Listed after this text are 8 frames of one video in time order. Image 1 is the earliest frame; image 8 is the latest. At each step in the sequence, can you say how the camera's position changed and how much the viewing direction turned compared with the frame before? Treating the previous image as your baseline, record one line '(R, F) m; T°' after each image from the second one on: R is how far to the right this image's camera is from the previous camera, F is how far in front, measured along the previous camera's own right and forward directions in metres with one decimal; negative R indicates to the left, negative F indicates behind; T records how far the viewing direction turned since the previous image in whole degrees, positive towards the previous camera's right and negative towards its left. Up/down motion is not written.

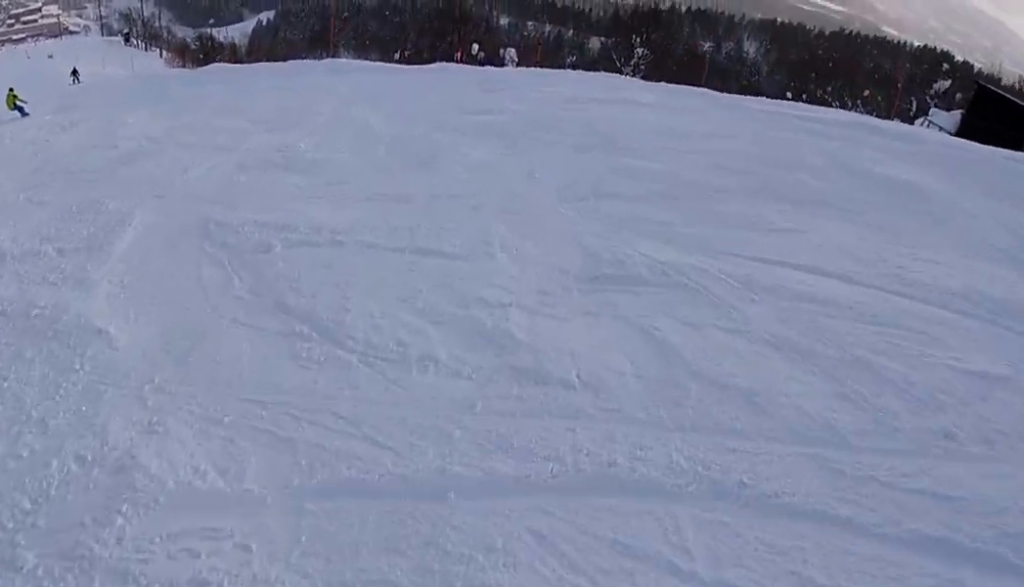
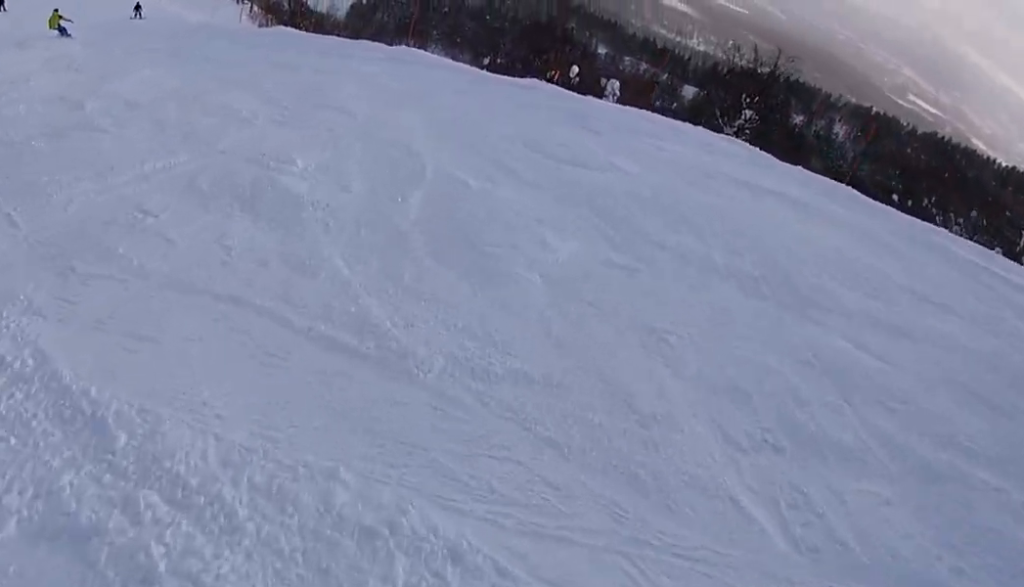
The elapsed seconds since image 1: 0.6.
(-0.7, +3.3) m; -13°
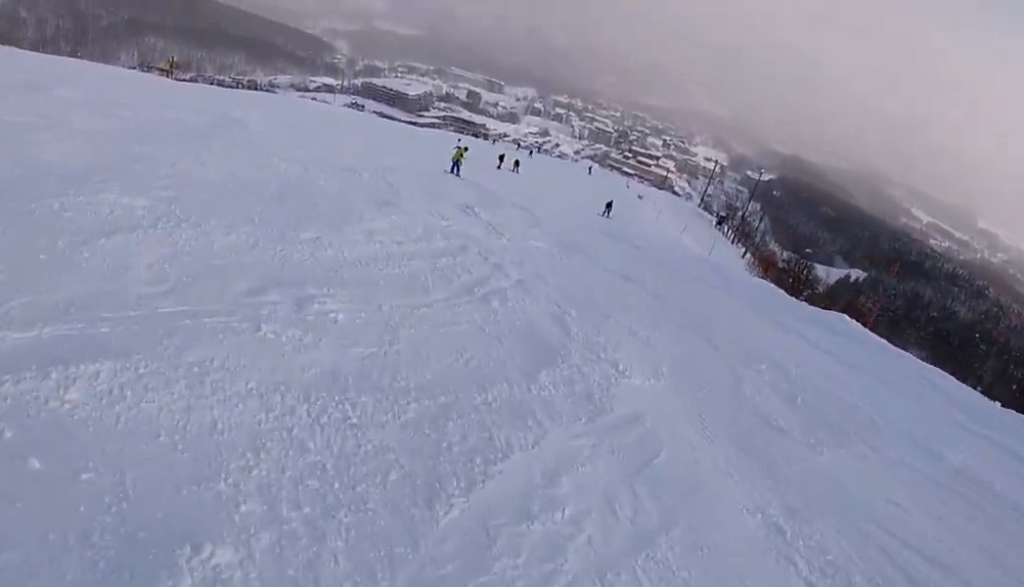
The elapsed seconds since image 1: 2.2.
(-2.5, +9.7) m; -23°
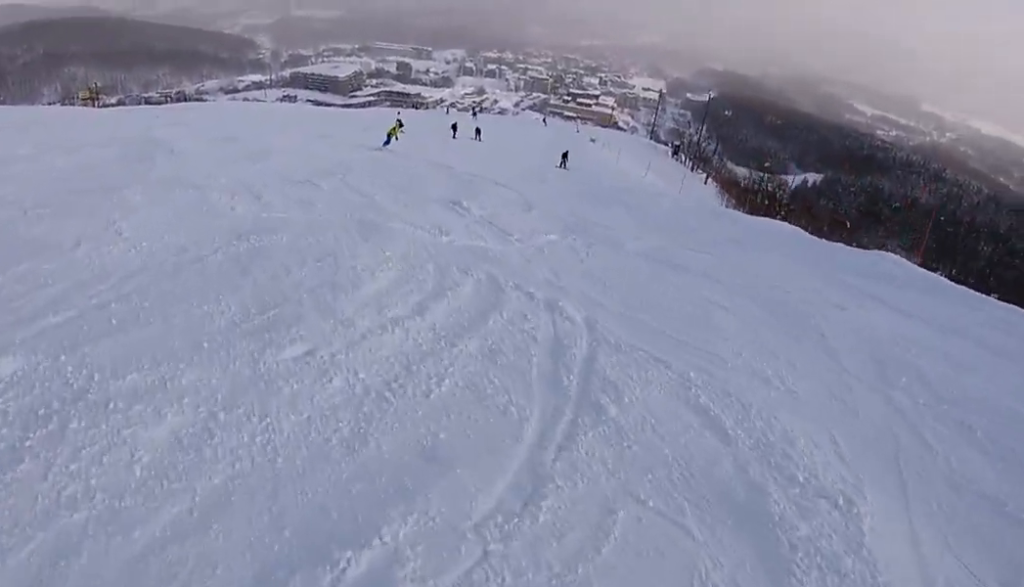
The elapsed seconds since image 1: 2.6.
(-0.4, +2.8) m; +1°
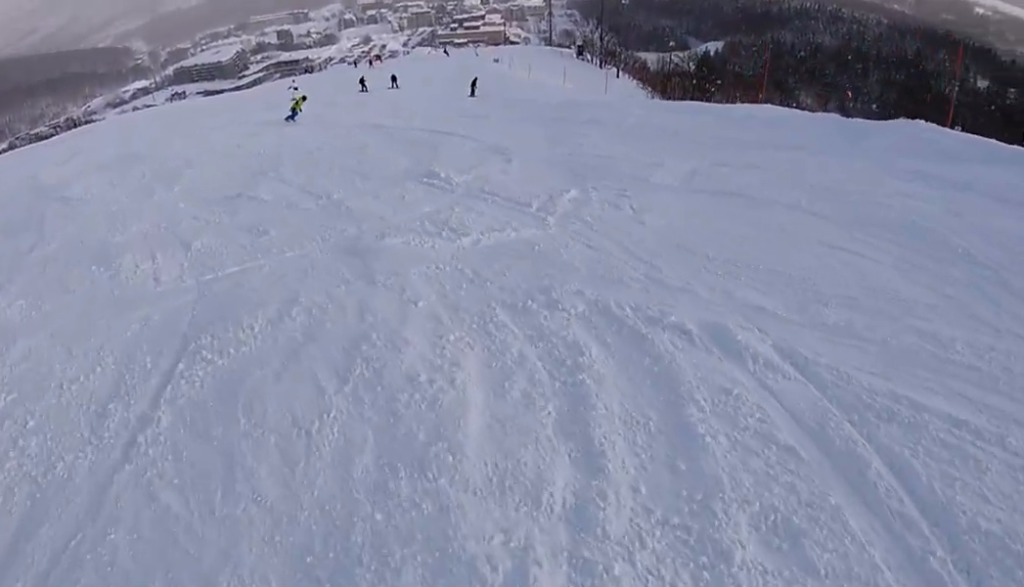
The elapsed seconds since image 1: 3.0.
(-0.2, +3.0) m; +3°
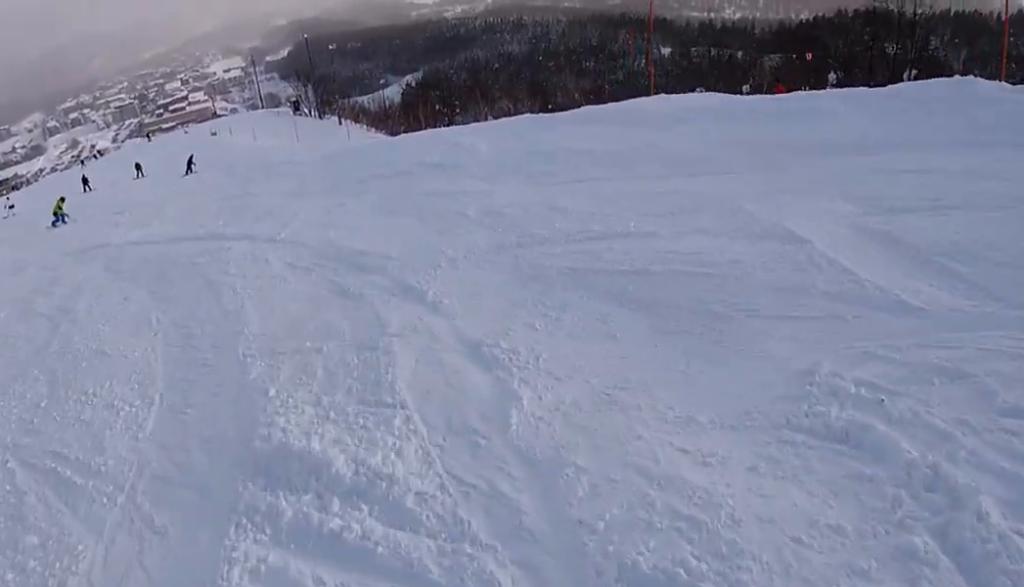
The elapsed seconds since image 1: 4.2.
(+1.7, +7.8) m; +17°
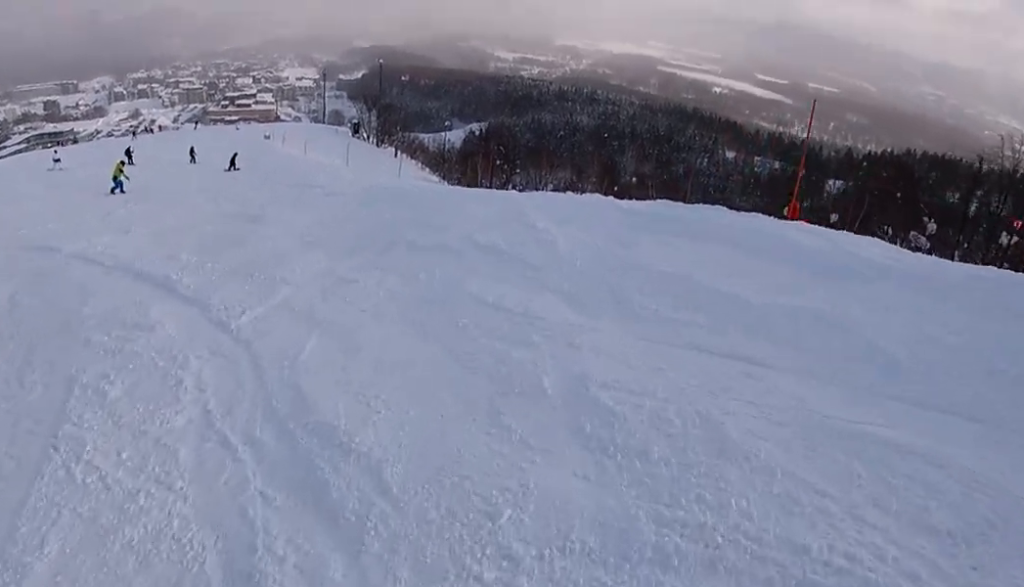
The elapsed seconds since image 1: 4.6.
(+0.8, +3.4) m; -2°
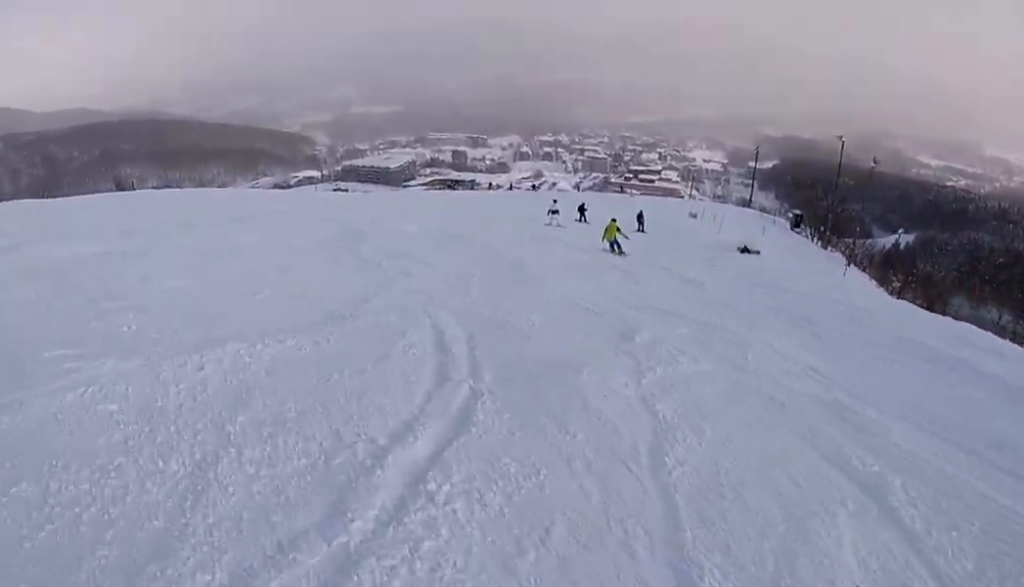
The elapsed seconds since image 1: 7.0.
(-6.8, +17.0) m; -33°
